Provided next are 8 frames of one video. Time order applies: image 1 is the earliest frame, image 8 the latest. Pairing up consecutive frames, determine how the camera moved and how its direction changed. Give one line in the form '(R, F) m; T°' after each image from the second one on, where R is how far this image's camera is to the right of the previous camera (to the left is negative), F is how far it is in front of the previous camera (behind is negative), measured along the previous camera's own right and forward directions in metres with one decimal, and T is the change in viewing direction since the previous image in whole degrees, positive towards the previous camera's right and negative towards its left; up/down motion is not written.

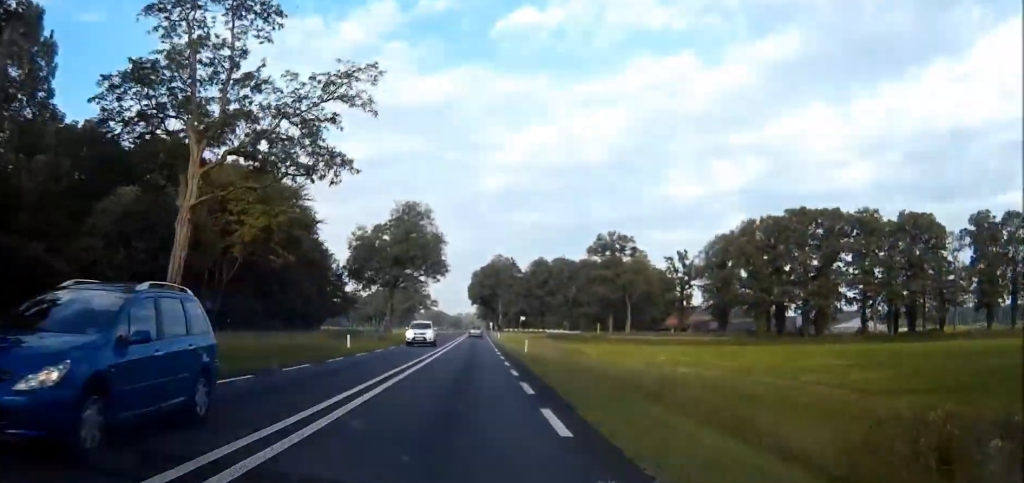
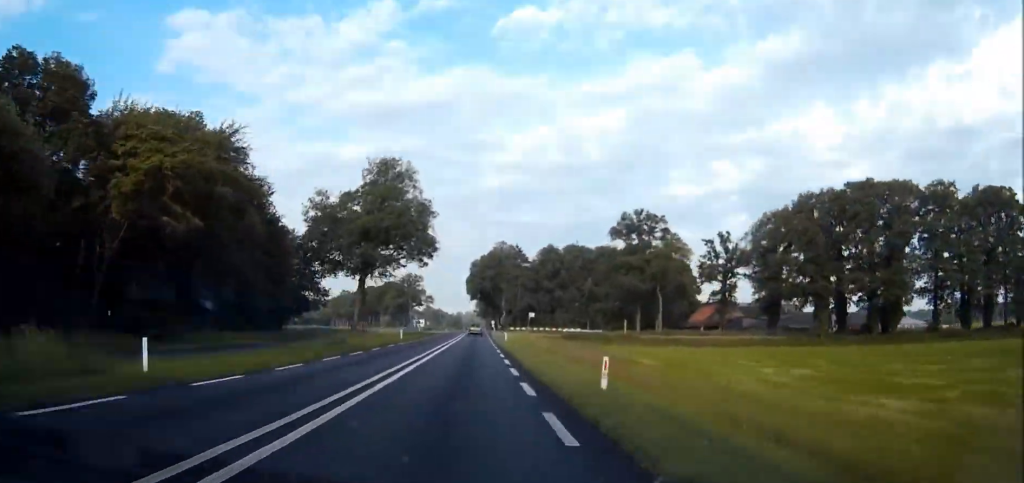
(-0.1, +24.4) m; 0°
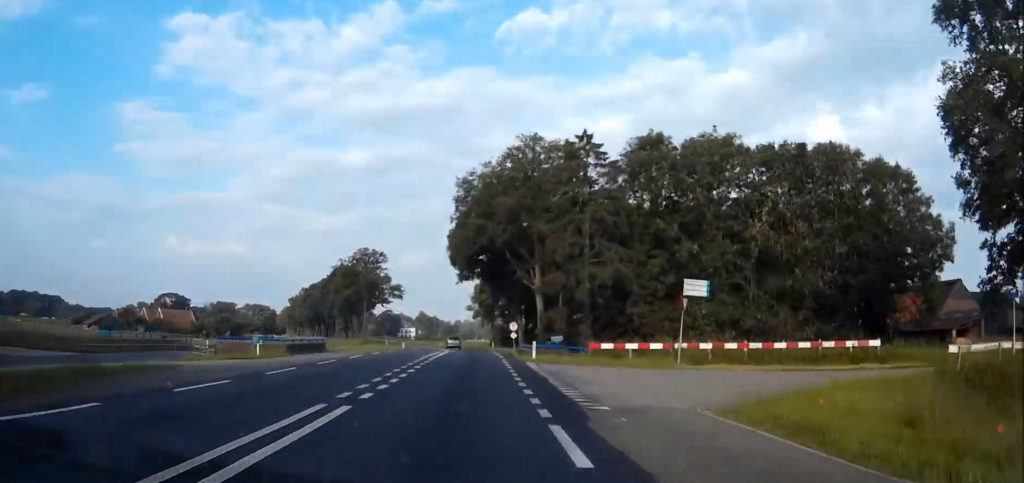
(-0.1, +89.9) m; -1°
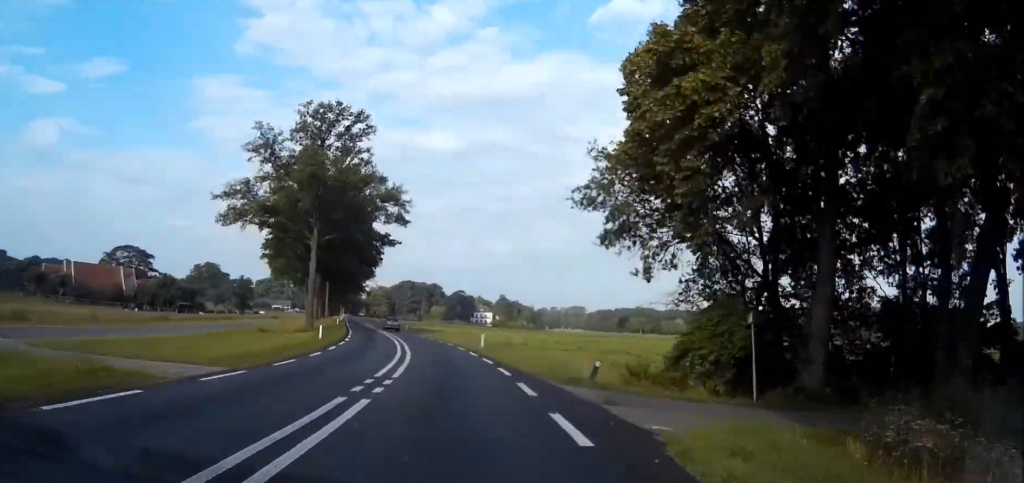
(-4.7, +82.0) m; -8°
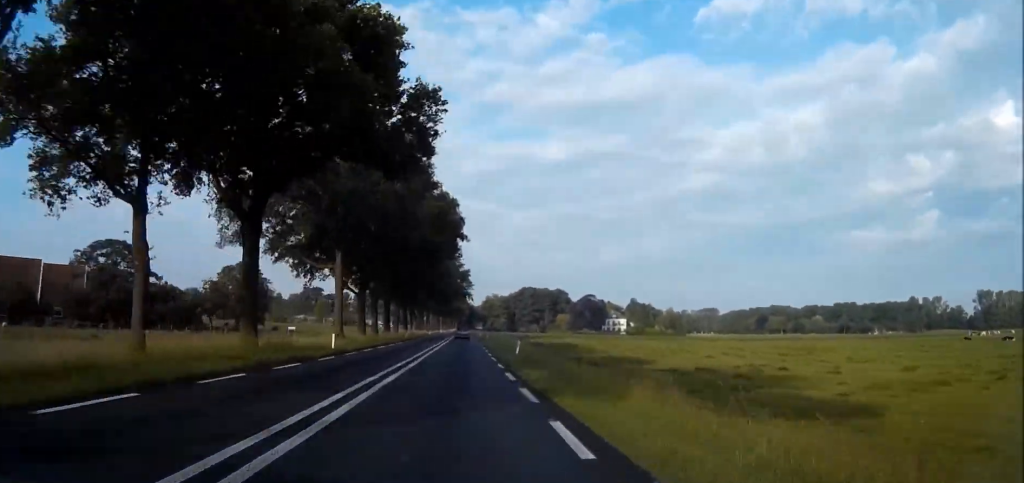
(-2.2, +59.8) m; -4°
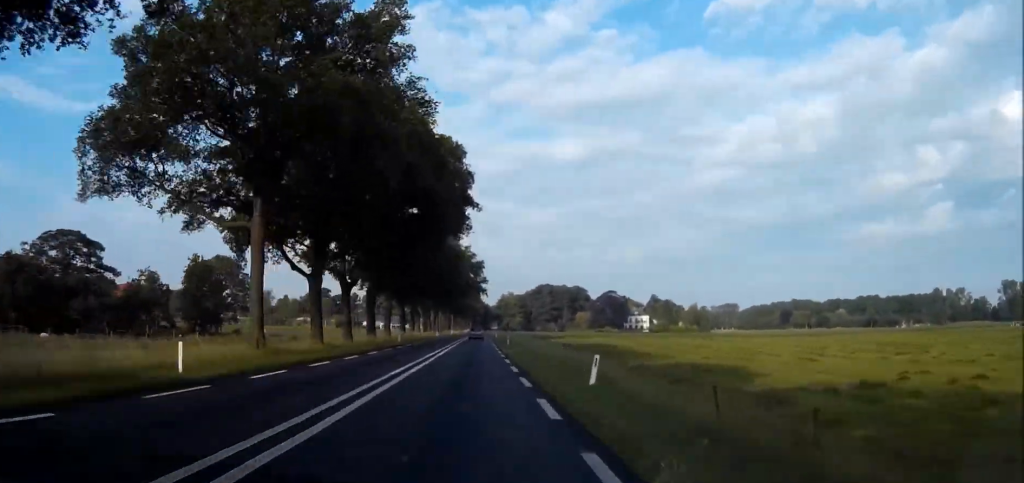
(-0.3, +20.1) m; -1°
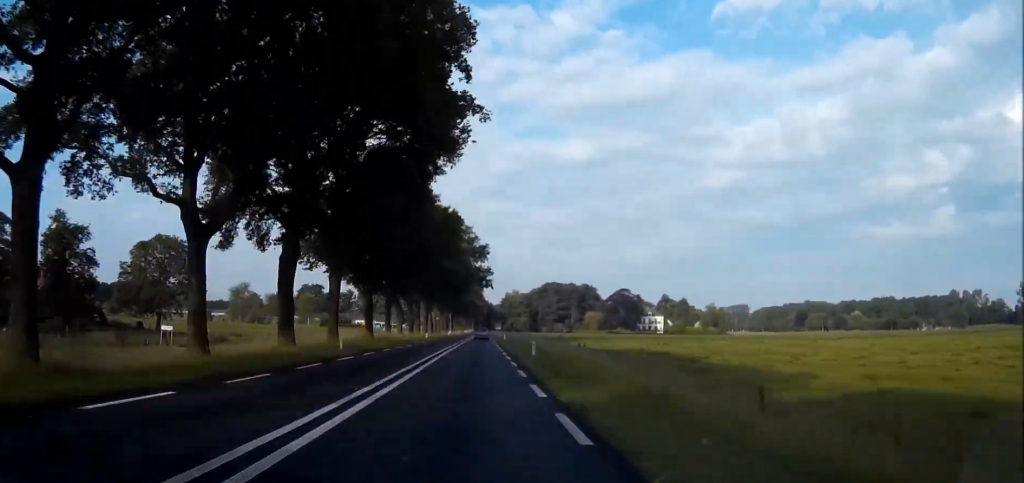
(-1.0, +26.4) m; -2°
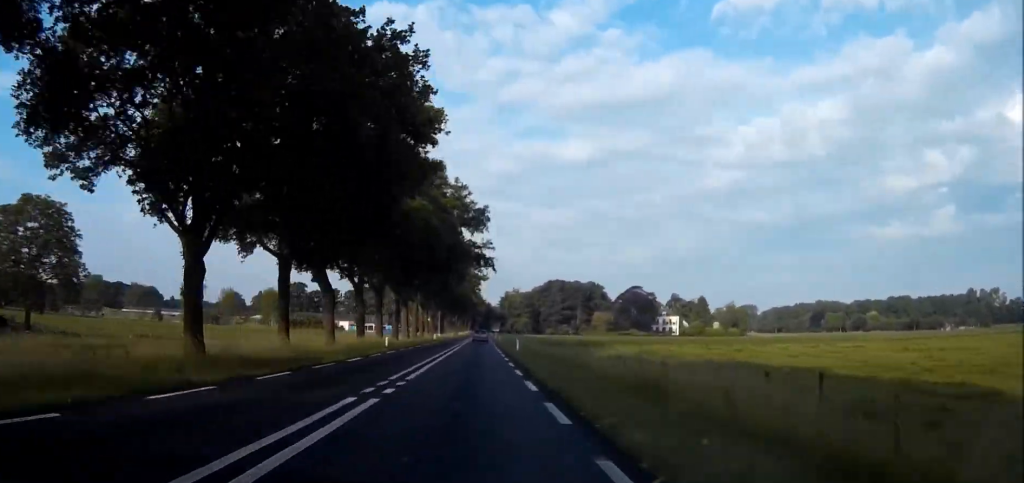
(-0.4, +34.2) m; 0°
